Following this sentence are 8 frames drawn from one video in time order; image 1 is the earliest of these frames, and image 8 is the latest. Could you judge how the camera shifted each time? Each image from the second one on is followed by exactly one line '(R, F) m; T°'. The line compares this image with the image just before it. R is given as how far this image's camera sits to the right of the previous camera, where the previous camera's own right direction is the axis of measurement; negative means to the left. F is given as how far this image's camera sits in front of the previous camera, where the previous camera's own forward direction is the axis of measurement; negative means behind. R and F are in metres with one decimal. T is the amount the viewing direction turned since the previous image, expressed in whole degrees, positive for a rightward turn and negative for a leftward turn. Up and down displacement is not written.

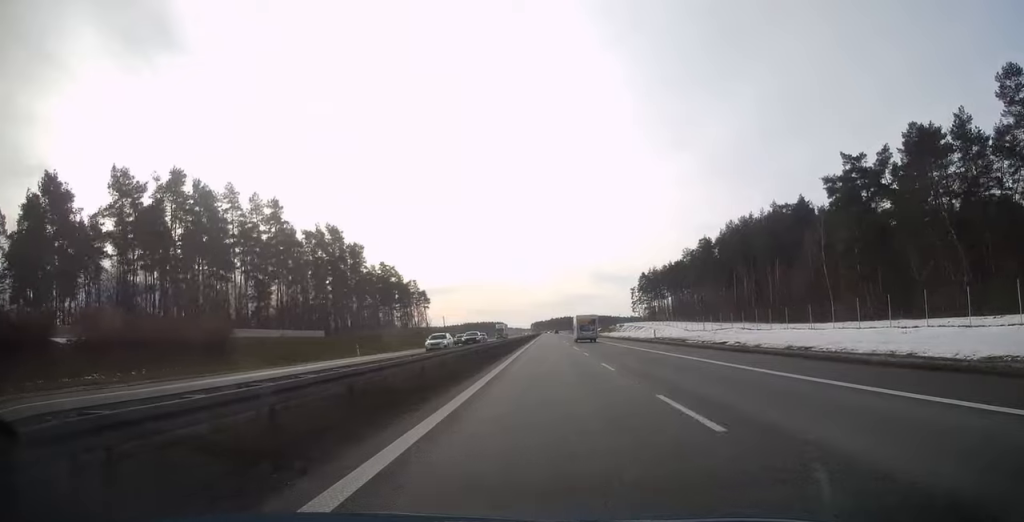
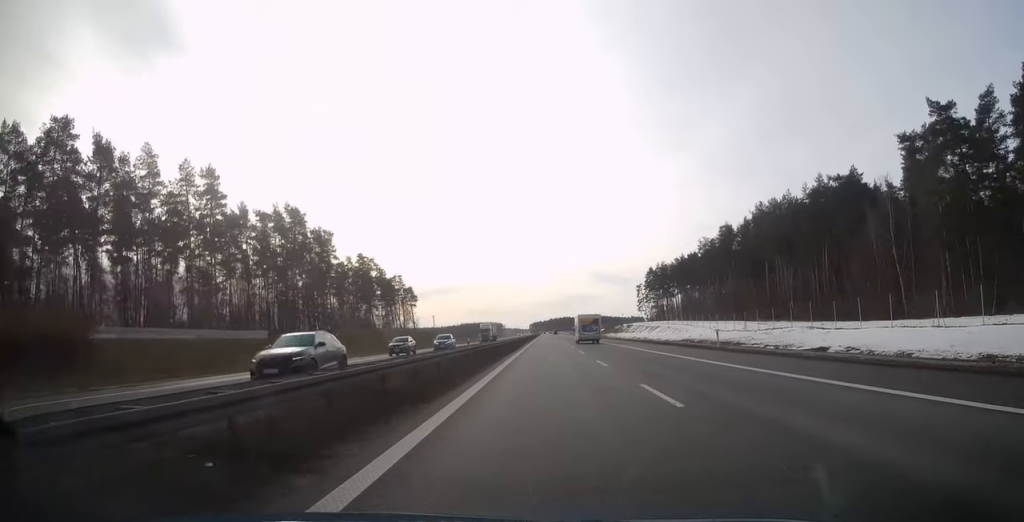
(0.0, +21.4) m; 0°
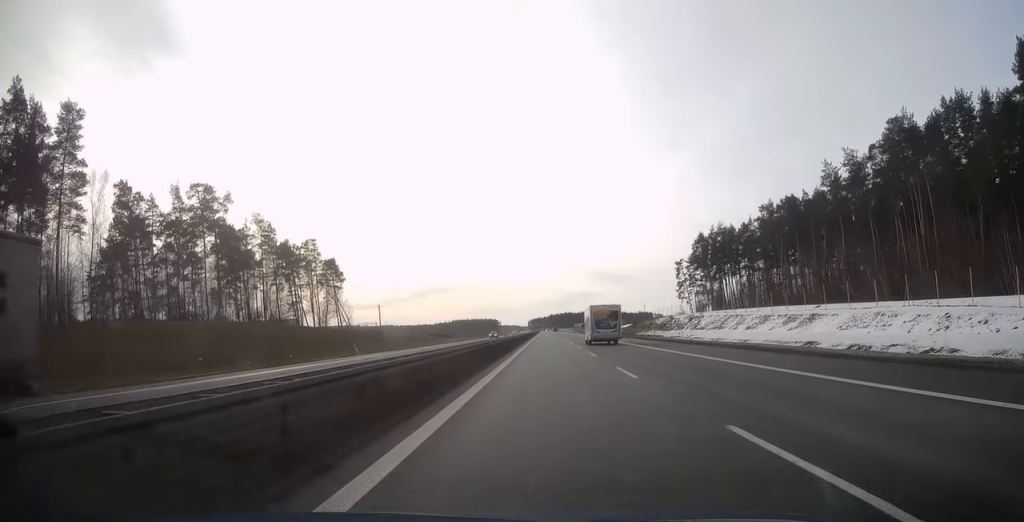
(+0.3, +78.3) m; 0°
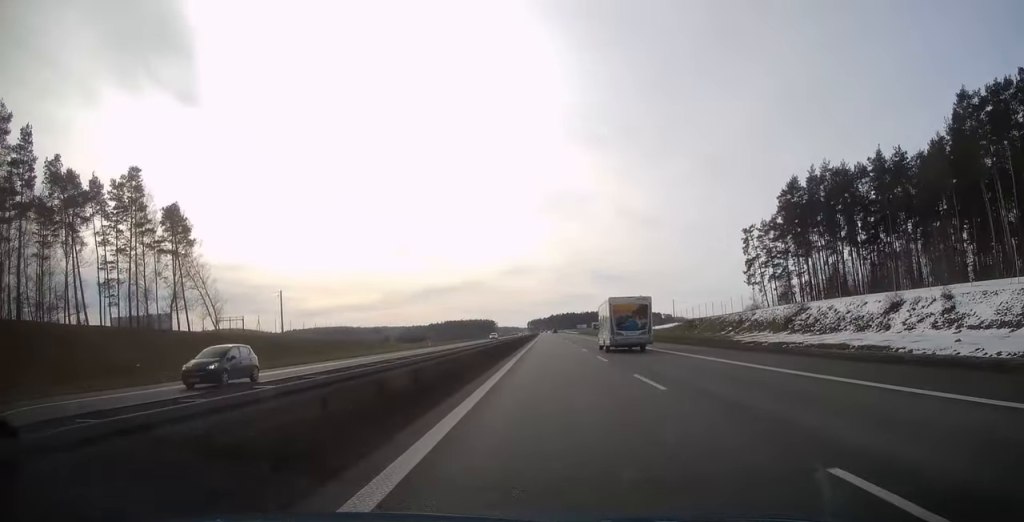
(-0.2, +62.6) m; 0°
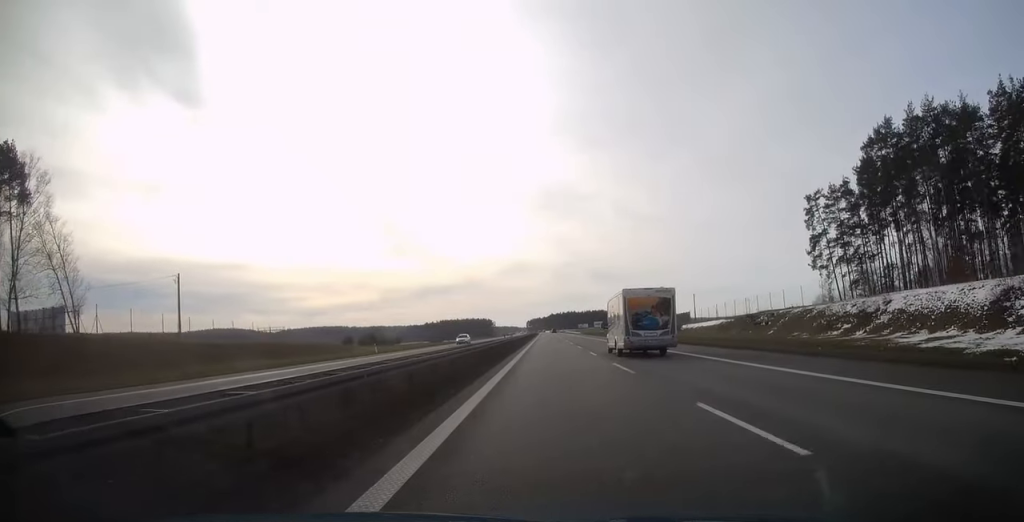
(0.0, +31.0) m; 0°
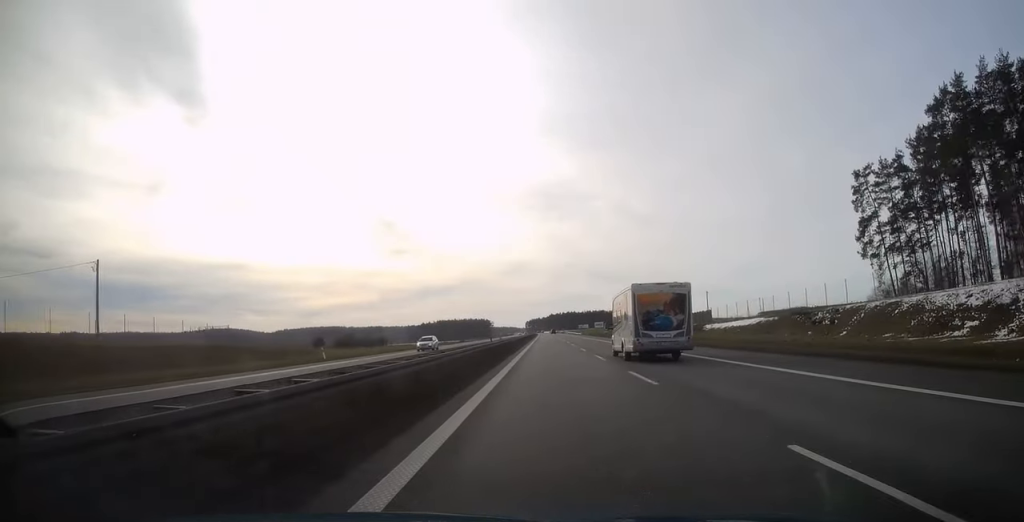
(0.0, +15.8) m; 0°
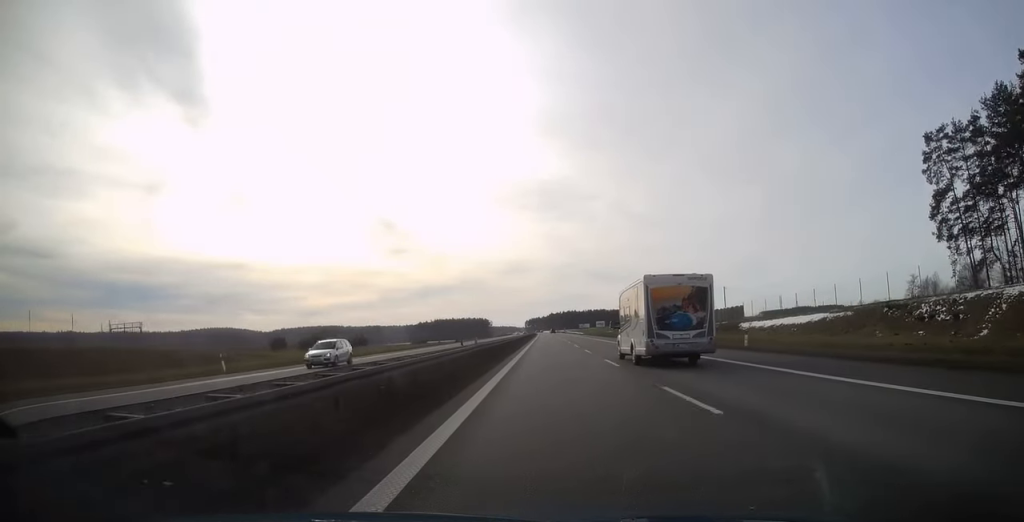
(0.0, +16.8) m; 0°
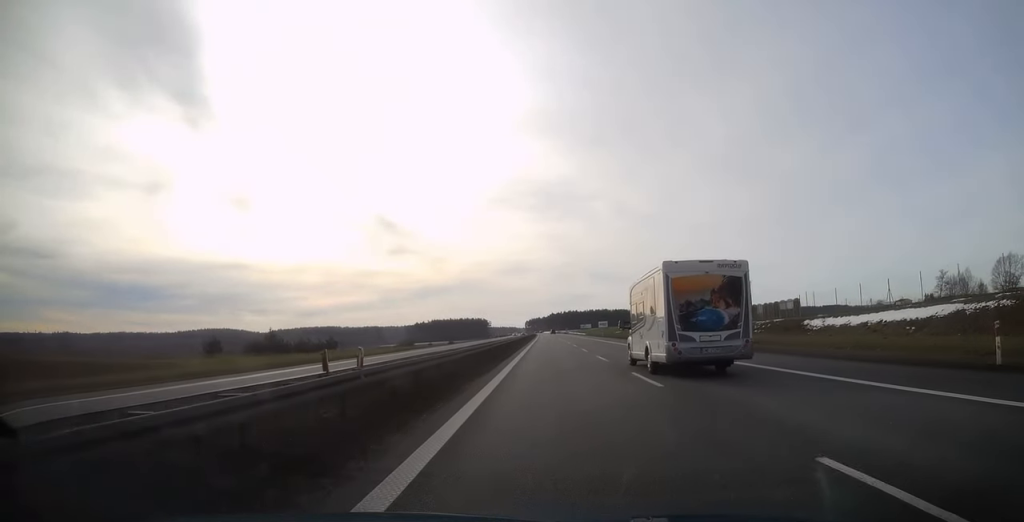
(0.0, +19.7) m; 0°
